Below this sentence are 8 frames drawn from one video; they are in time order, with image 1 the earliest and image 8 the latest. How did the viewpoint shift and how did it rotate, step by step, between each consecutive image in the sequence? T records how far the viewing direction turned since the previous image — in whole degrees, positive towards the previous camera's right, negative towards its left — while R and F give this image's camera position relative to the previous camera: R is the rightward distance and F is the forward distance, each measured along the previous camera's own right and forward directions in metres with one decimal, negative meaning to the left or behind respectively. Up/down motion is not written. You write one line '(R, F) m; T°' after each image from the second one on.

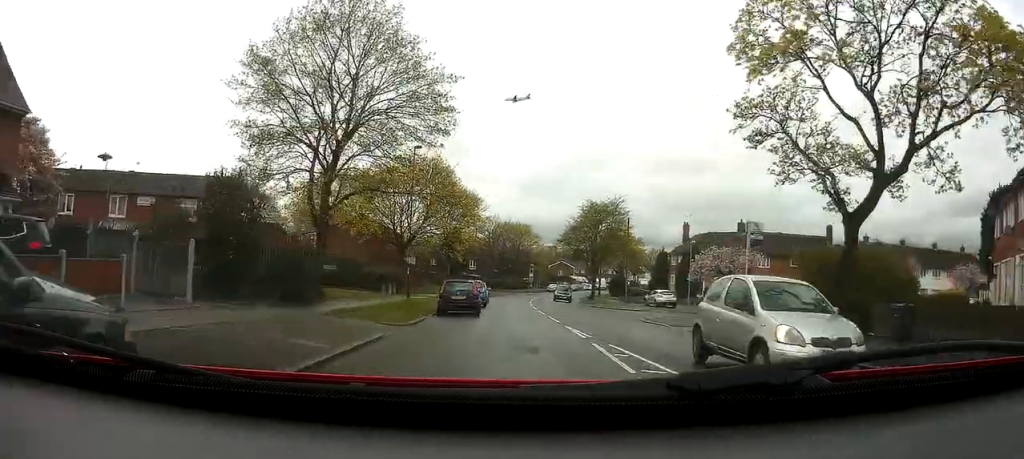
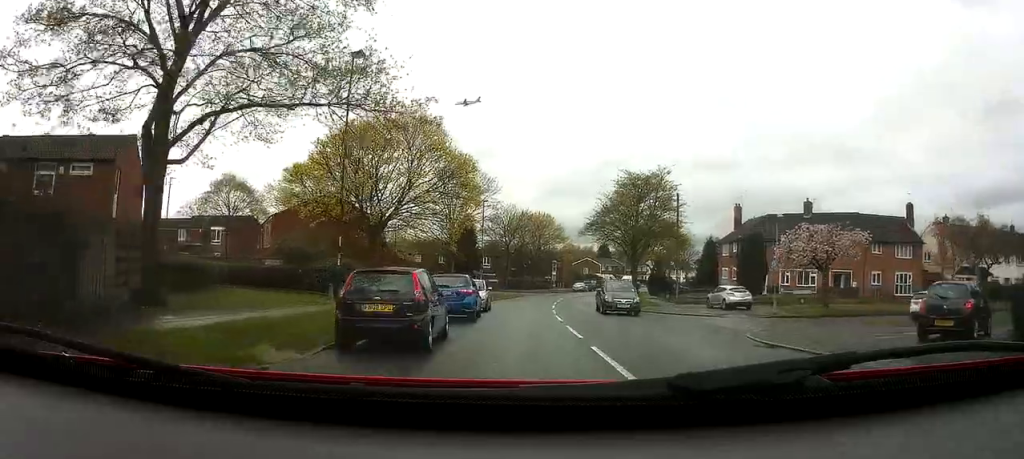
(-0.4, +13.1) m; -3°
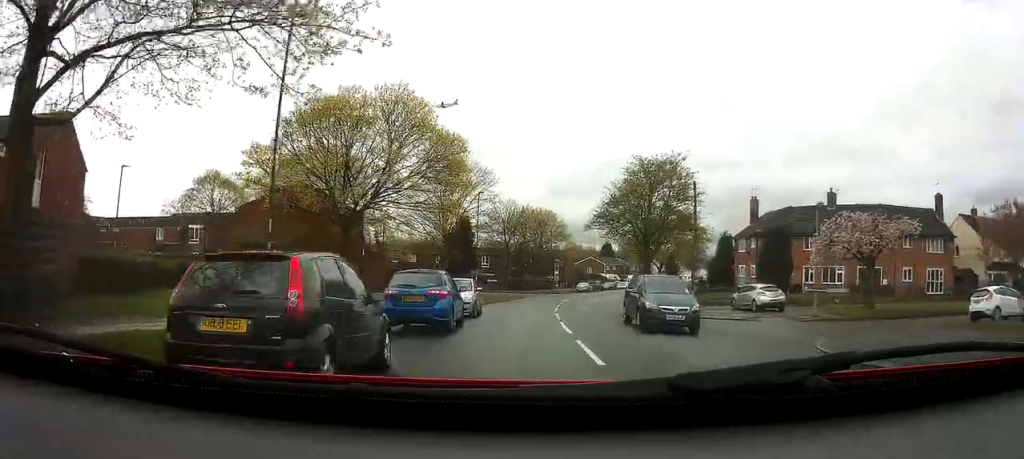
(-0.1, +4.9) m; 0°
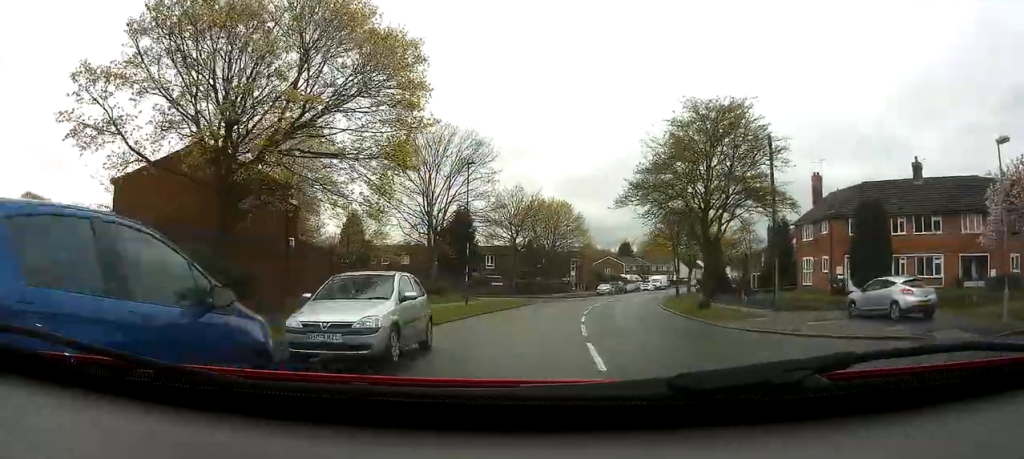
(+0.3, +12.1) m; +2°
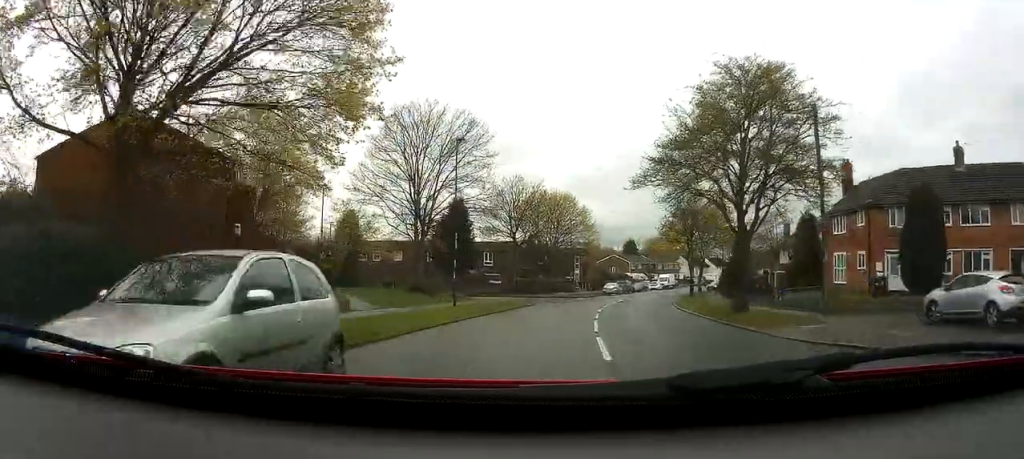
(0.0, +4.9) m; -1°
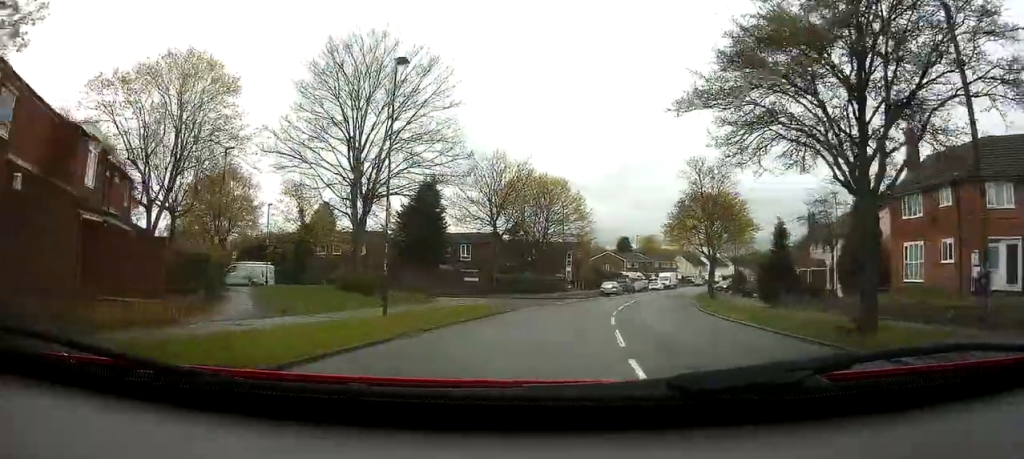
(-0.2, +10.2) m; 0°
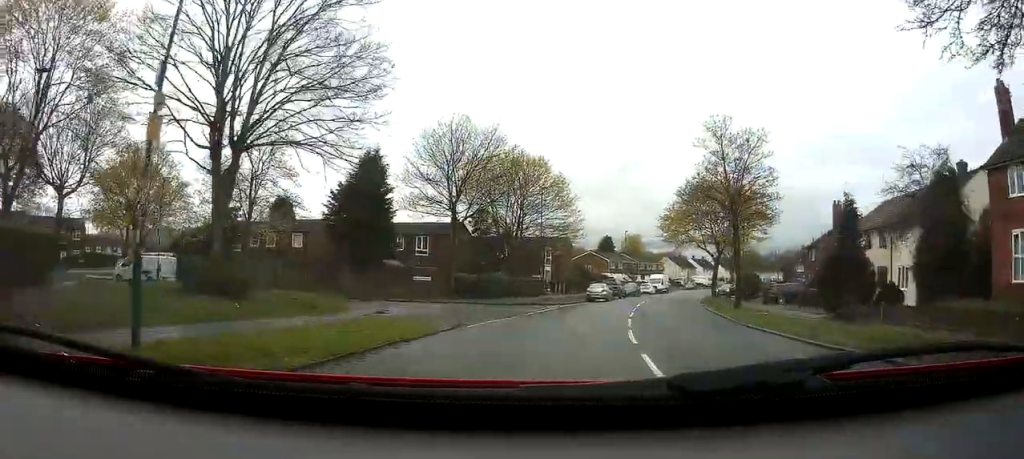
(+0.2, +10.9) m; +4°
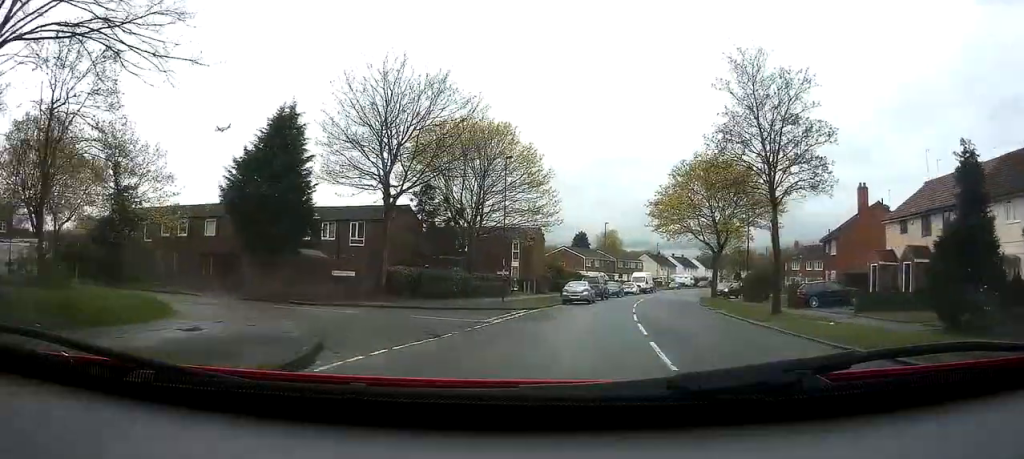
(+0.4, +9.9) m; +4°
